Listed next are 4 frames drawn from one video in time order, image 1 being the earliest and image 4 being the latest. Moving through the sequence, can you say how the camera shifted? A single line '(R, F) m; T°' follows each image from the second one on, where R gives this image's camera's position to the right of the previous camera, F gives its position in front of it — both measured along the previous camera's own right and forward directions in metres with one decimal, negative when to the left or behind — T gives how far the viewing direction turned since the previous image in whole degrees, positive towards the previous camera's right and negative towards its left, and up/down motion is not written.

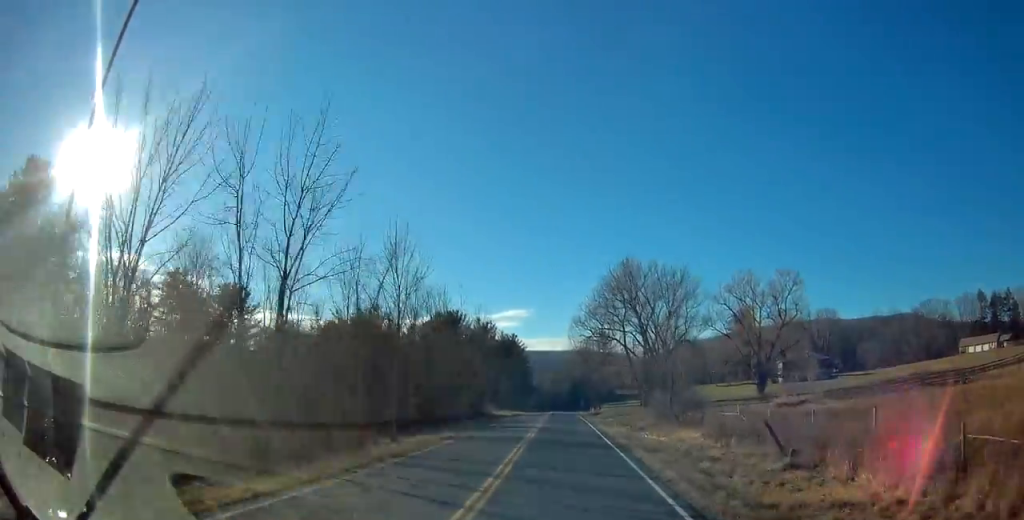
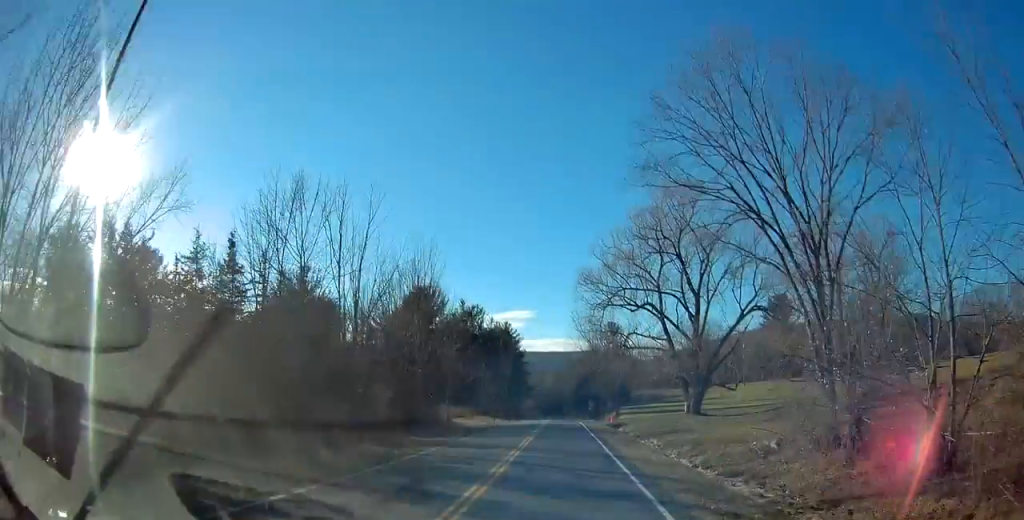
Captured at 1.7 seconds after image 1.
(0.0, +31.0) m; 0°
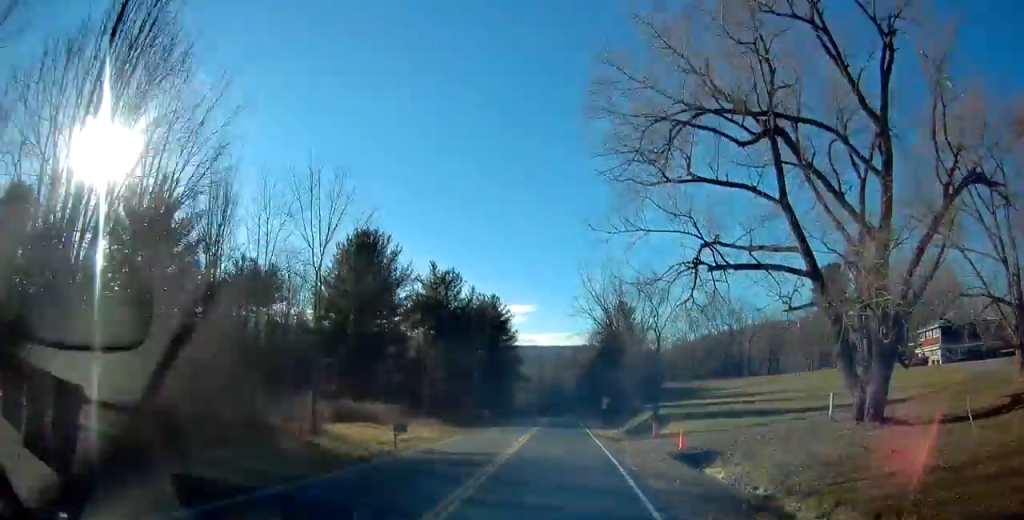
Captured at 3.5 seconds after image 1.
(-0.1, +32.0) m; 0°
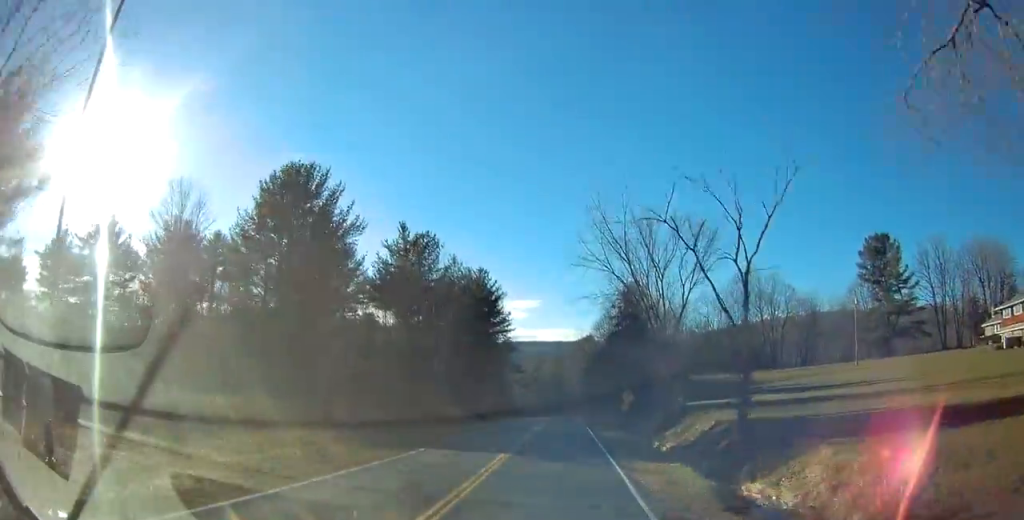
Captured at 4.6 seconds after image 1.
(+0.1, +21.2) m; 0°
